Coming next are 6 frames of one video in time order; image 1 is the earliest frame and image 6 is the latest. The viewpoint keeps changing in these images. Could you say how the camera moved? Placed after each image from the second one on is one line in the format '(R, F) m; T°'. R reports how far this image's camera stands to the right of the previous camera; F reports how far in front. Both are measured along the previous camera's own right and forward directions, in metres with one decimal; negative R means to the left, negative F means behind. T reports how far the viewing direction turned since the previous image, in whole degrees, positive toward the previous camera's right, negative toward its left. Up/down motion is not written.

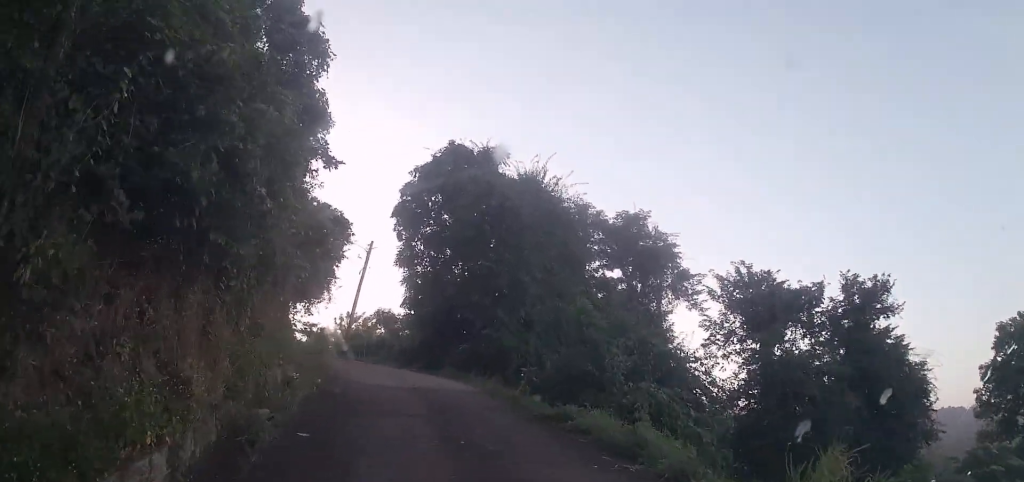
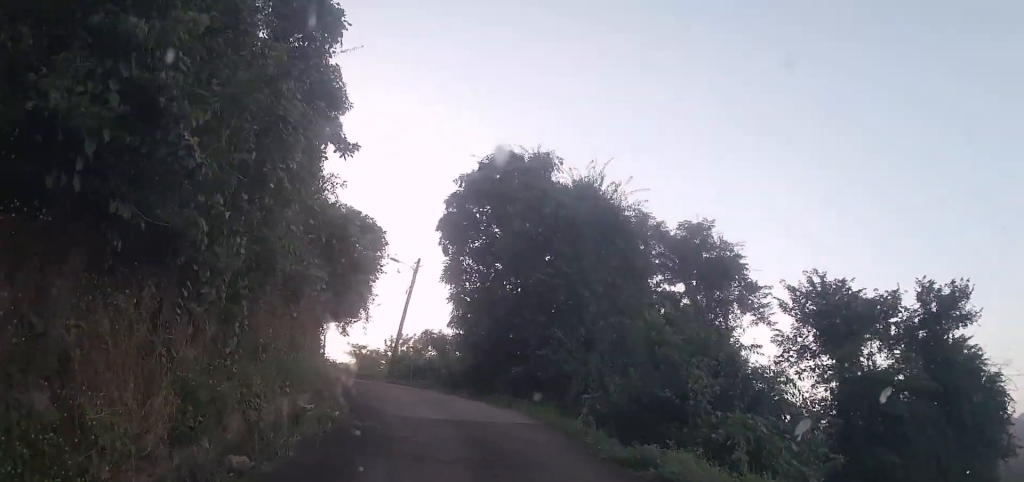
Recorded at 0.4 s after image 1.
(-0.2, +2.1) m; -1°
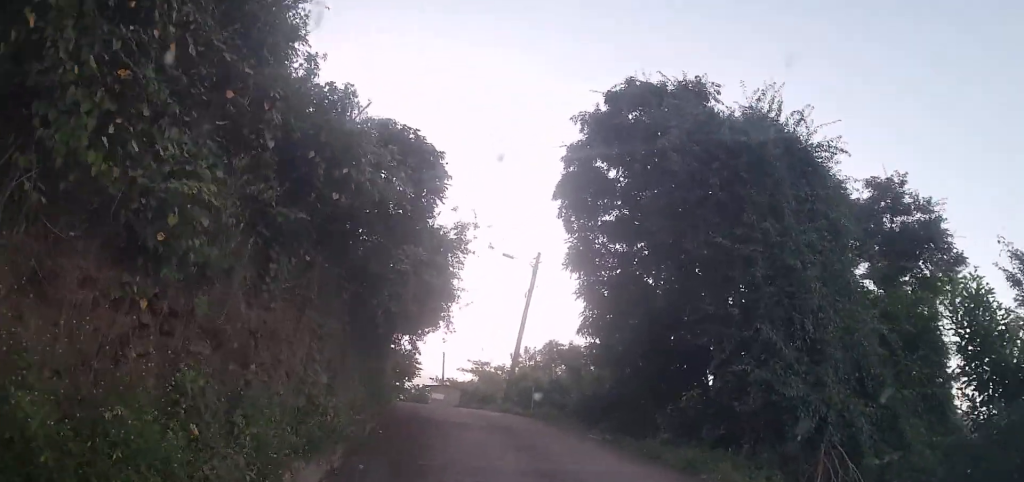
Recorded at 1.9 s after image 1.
(-0.3, +8.6) m; -12°
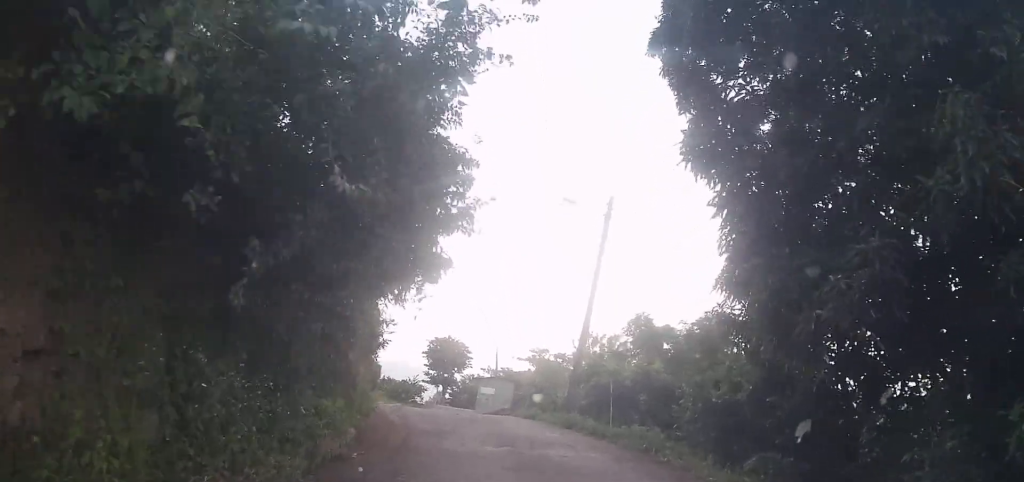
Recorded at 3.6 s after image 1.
(-1.1, +8.0) m; -8°
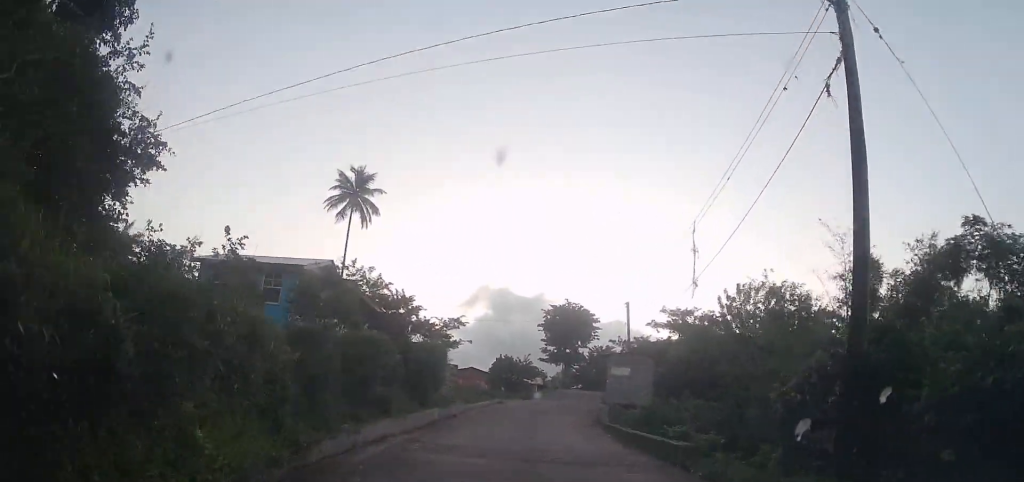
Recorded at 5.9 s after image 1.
(-2.2, +13.6) m; -18°
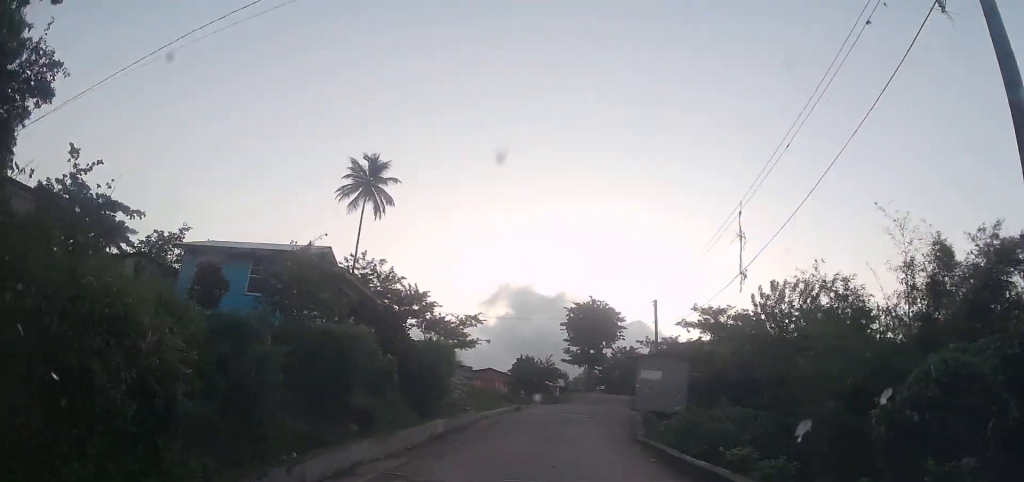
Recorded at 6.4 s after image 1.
(0.0, +3.5) m; -3°
